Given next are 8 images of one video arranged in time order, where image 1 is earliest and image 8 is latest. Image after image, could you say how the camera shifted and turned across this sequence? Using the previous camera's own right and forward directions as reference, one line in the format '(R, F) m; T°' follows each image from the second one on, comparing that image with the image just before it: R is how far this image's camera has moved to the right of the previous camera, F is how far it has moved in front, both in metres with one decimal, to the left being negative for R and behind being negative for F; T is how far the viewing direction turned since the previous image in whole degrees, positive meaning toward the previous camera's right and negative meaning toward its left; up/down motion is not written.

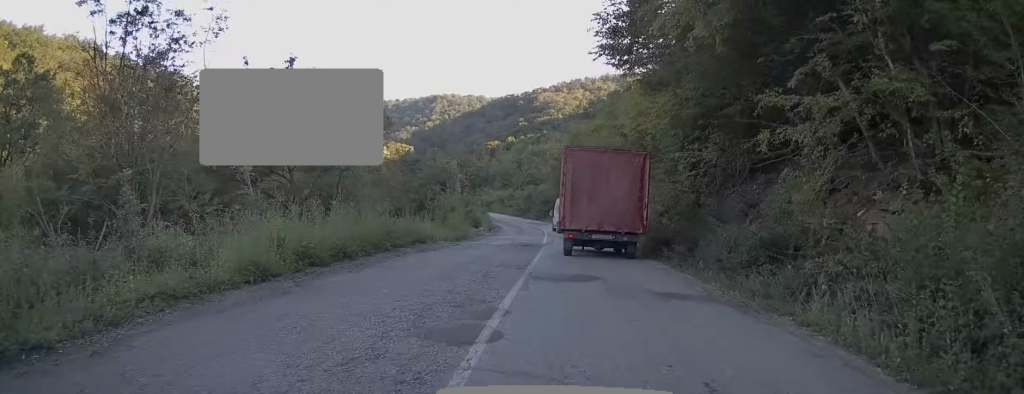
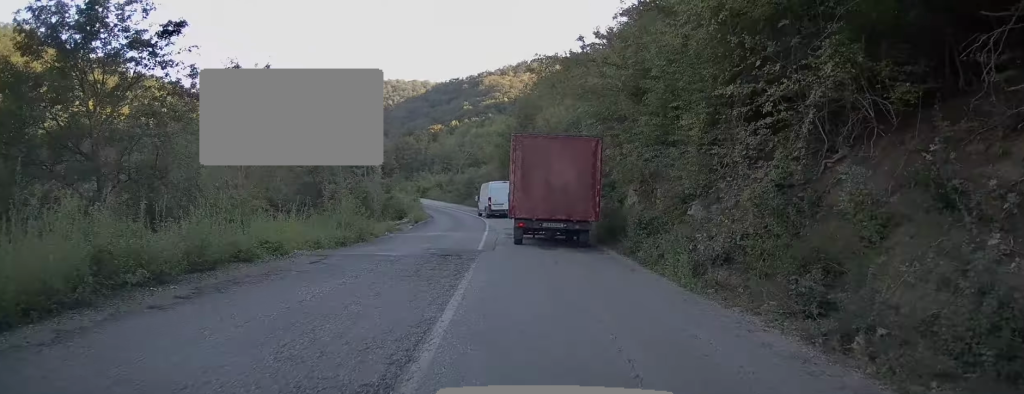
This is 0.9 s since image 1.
(+0.2, +9.6) m; +2°
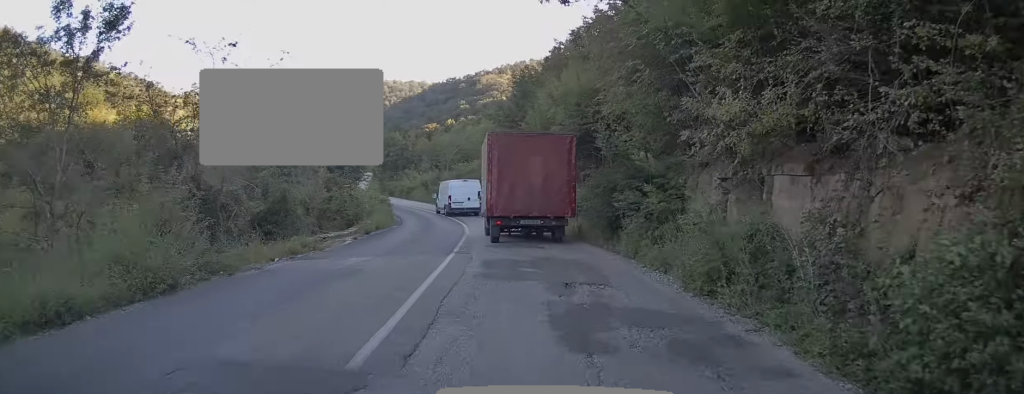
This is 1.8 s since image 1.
(+0.1, +10.5) m; +1°
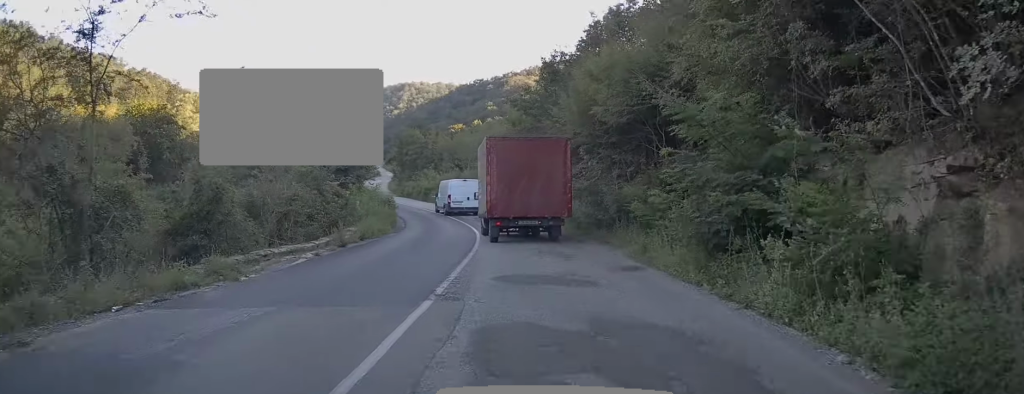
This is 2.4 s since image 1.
(0.0, +6.6) m; -1°
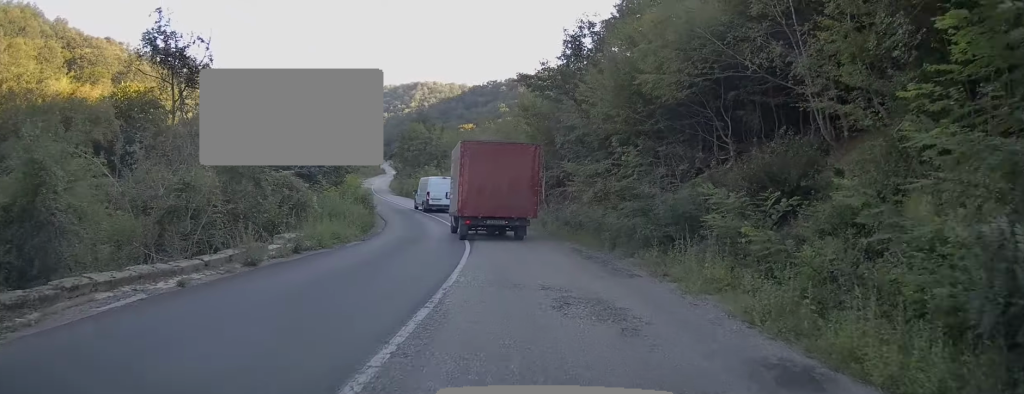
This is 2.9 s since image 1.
(+0.1, +6.7) m; -2°
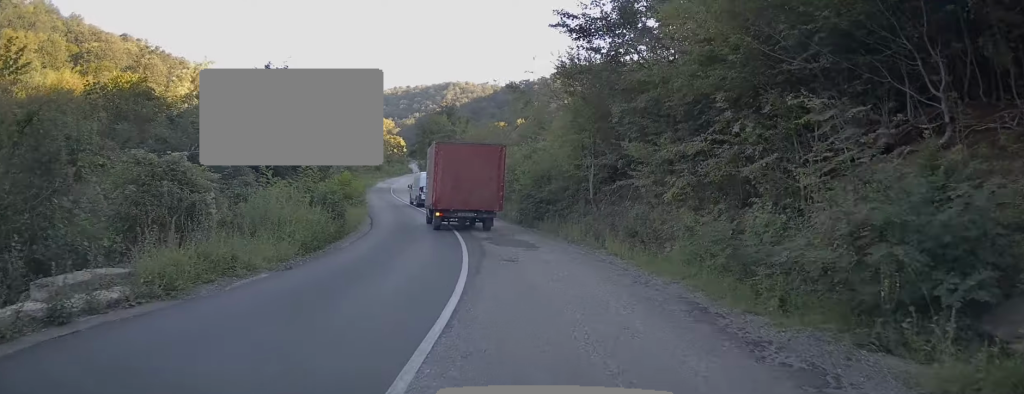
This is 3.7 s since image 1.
(-0.4, +8.9) m; -4°
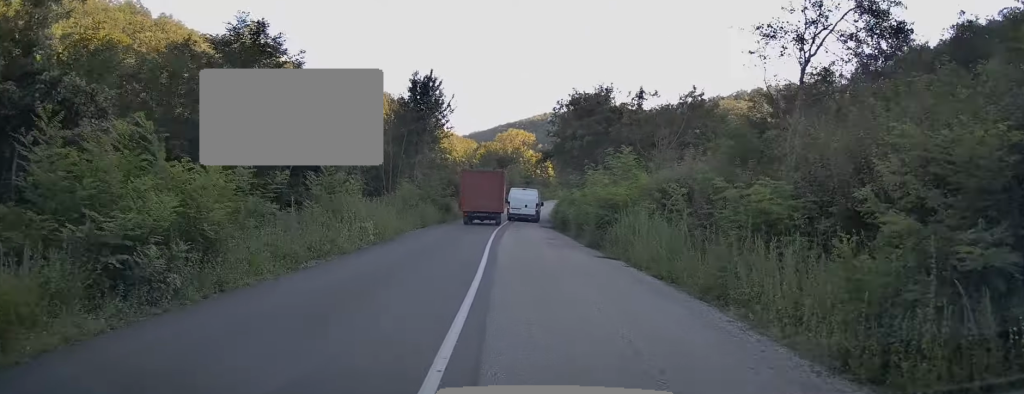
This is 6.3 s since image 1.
(-3.8, +32.8) m; -13°
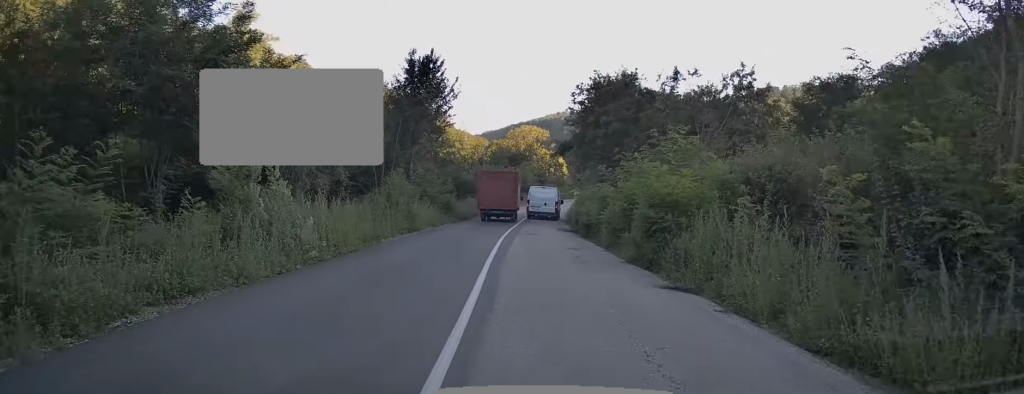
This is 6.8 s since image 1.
(-0.2, +6.4) m; -1°
